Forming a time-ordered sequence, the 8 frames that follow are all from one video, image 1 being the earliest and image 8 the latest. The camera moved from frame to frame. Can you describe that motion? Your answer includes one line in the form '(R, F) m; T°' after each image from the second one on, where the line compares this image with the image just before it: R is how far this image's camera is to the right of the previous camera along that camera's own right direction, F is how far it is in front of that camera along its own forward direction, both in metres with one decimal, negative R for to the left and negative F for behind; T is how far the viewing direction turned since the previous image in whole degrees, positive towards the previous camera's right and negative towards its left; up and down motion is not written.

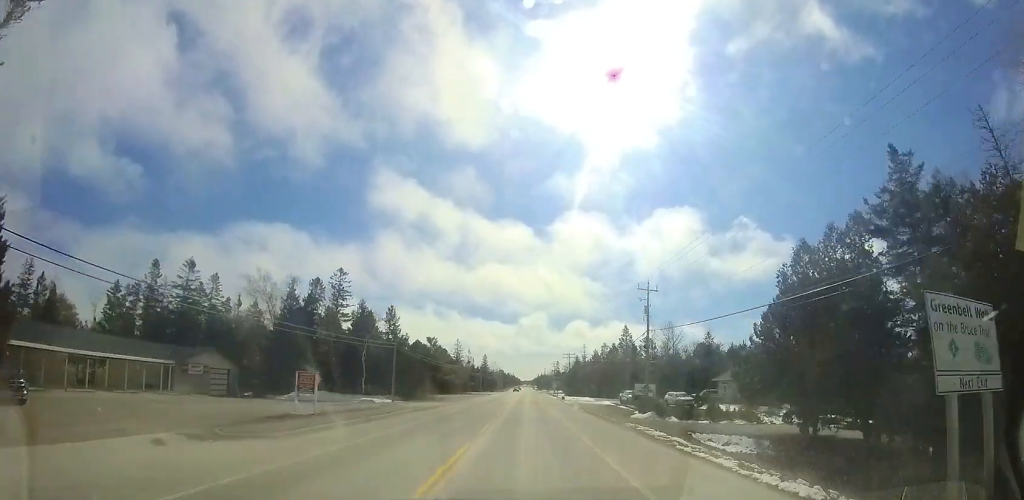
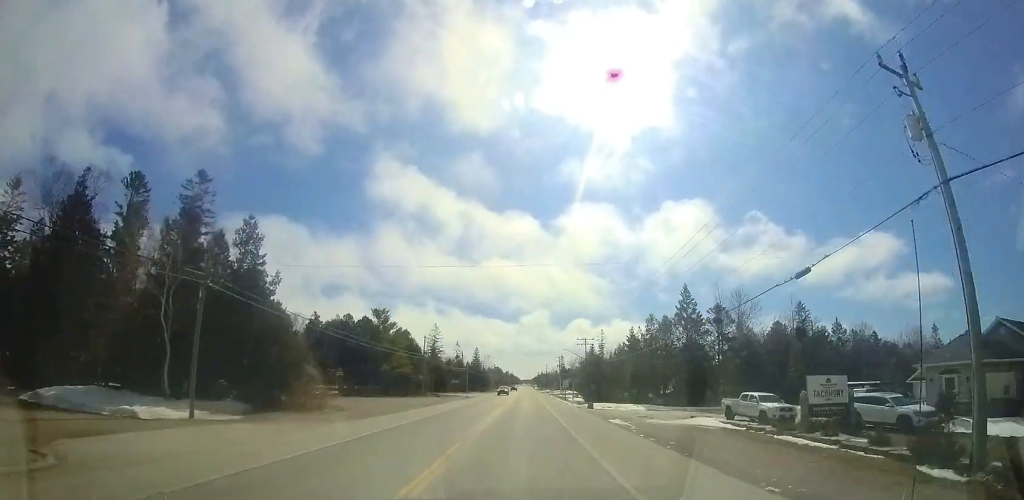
(-1.3, +28.0) m; -2°
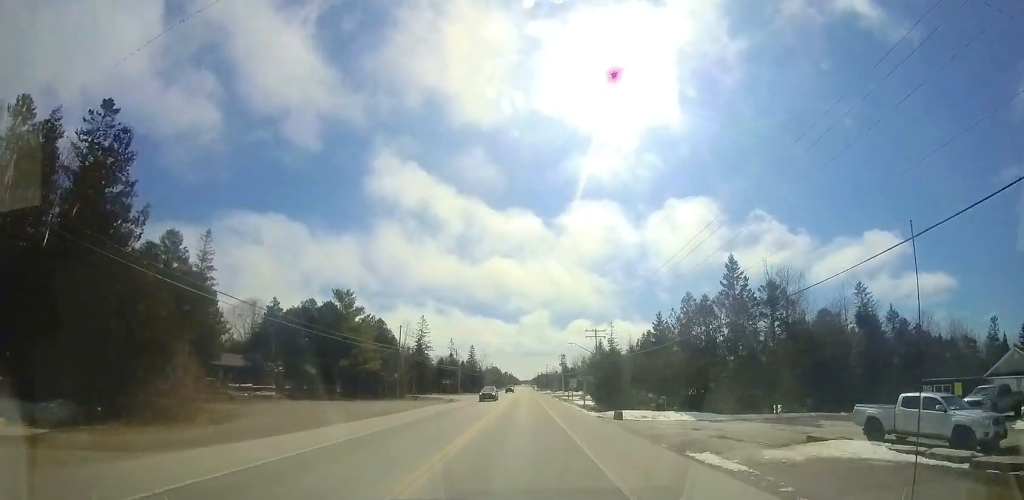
(+0.3, +11.0) m; +3°
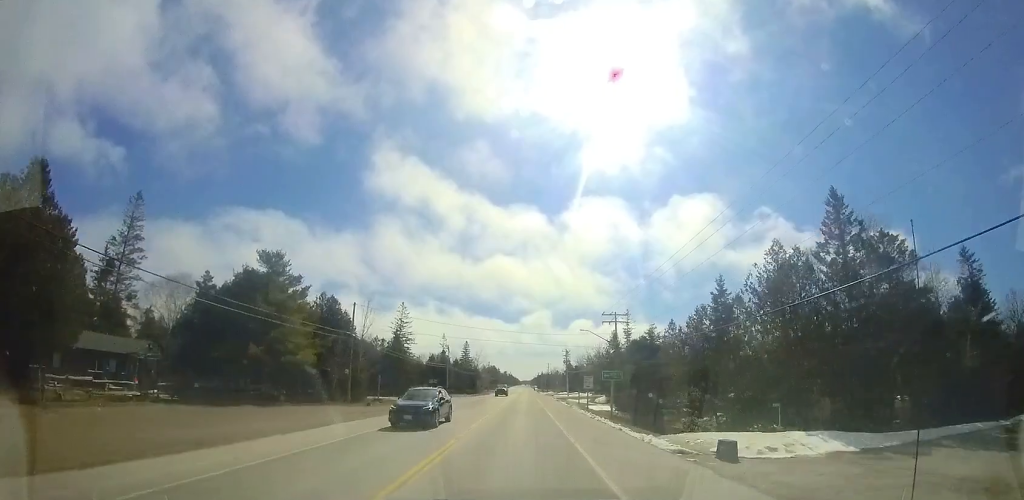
(+0.3, +13.2) m; +1°
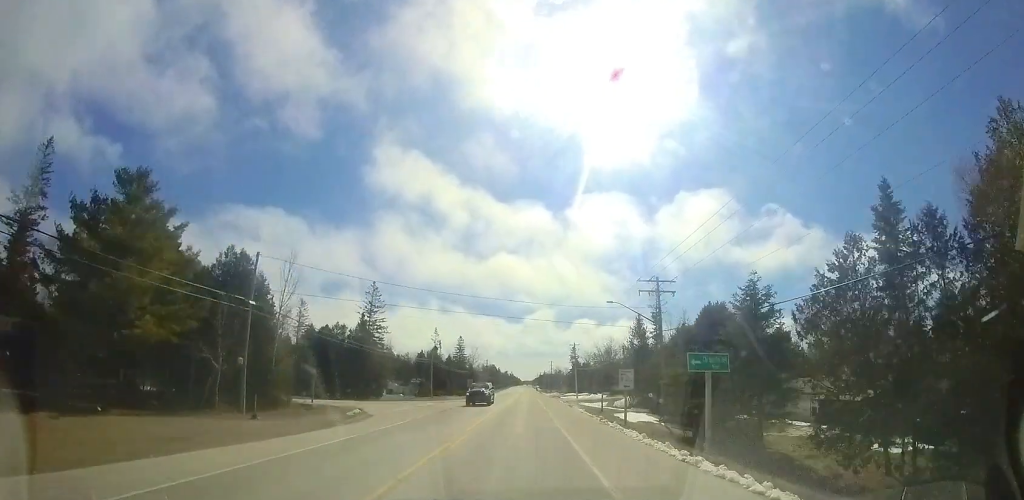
(0.0, +14.1) m; -2°
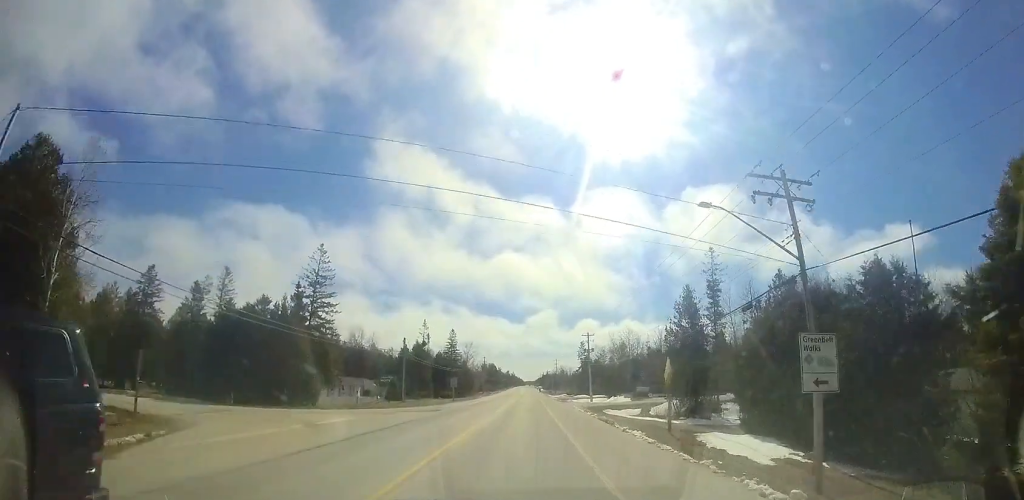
(-0.7, +15.5) m; -1°
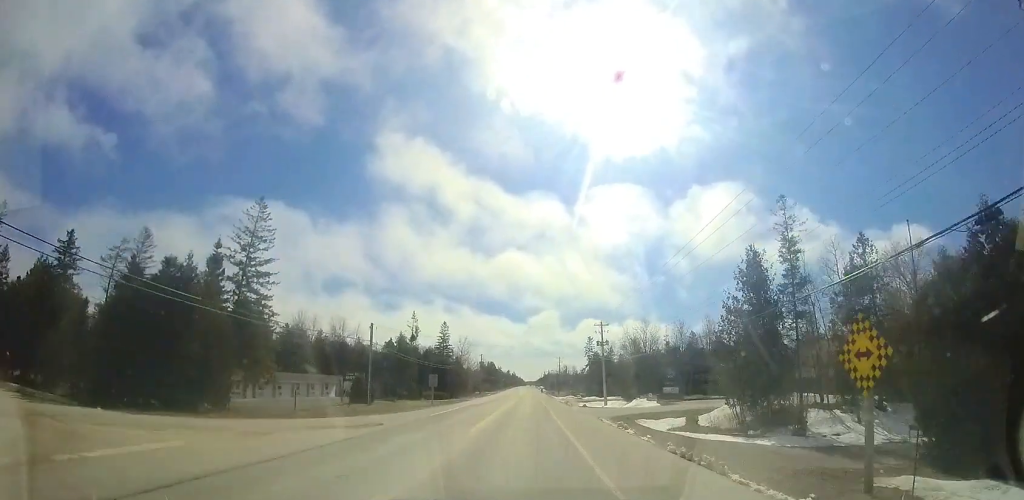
(+0.3, +11.0) m; +1°
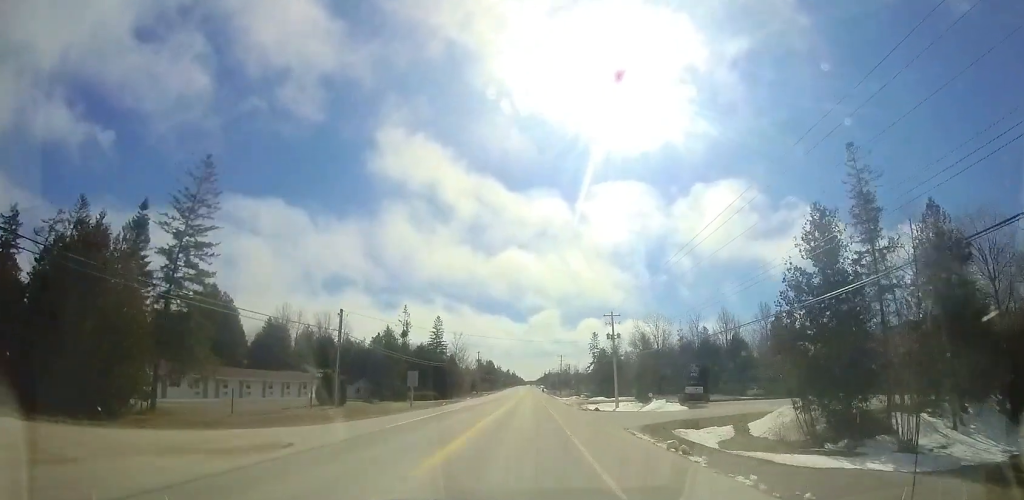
(0.0, +6.8) m; +1°
